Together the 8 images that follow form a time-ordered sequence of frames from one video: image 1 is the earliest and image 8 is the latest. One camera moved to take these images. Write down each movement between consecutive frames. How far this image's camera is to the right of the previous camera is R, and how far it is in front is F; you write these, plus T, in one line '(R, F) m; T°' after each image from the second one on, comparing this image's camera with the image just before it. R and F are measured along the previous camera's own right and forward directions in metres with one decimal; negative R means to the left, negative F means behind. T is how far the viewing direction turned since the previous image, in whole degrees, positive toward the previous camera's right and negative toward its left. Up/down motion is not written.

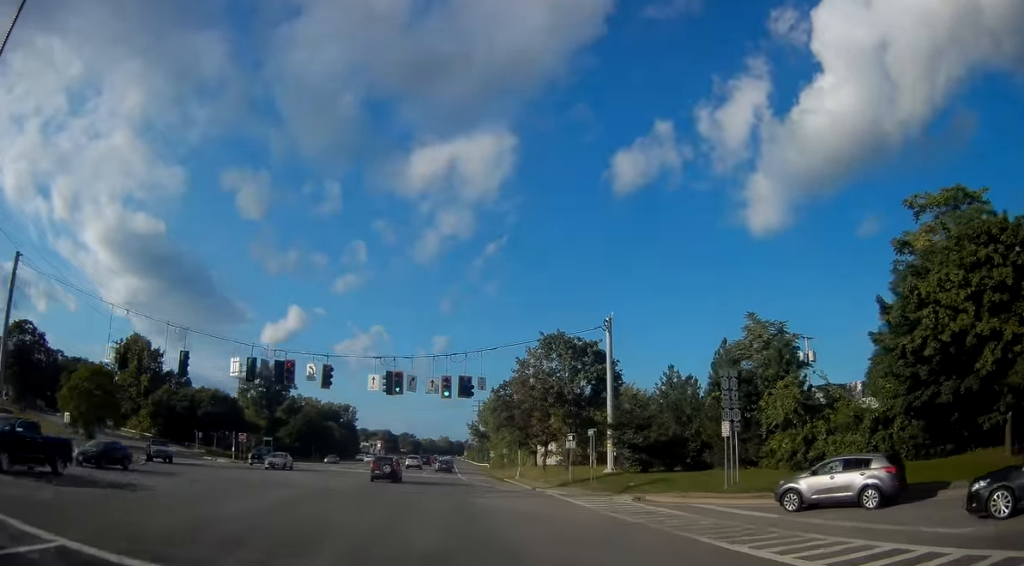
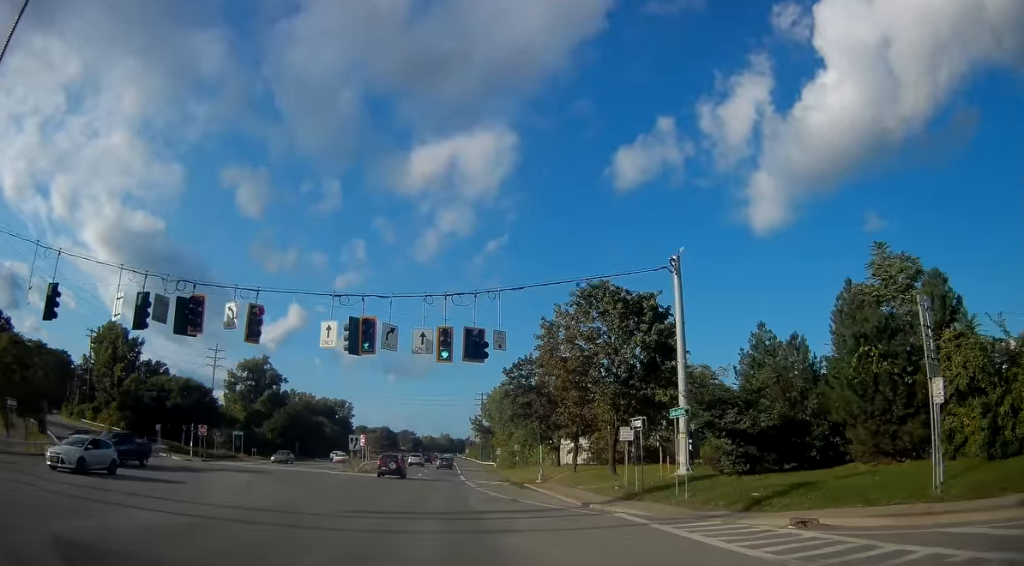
(-0.1, +12.9) m; 0°
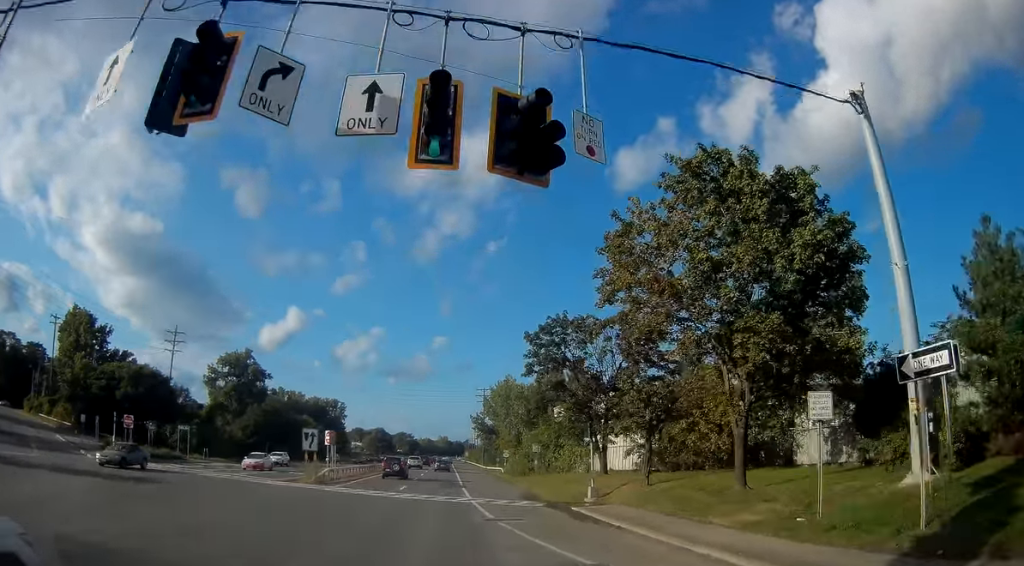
(0.0, +15.5) m; 0°
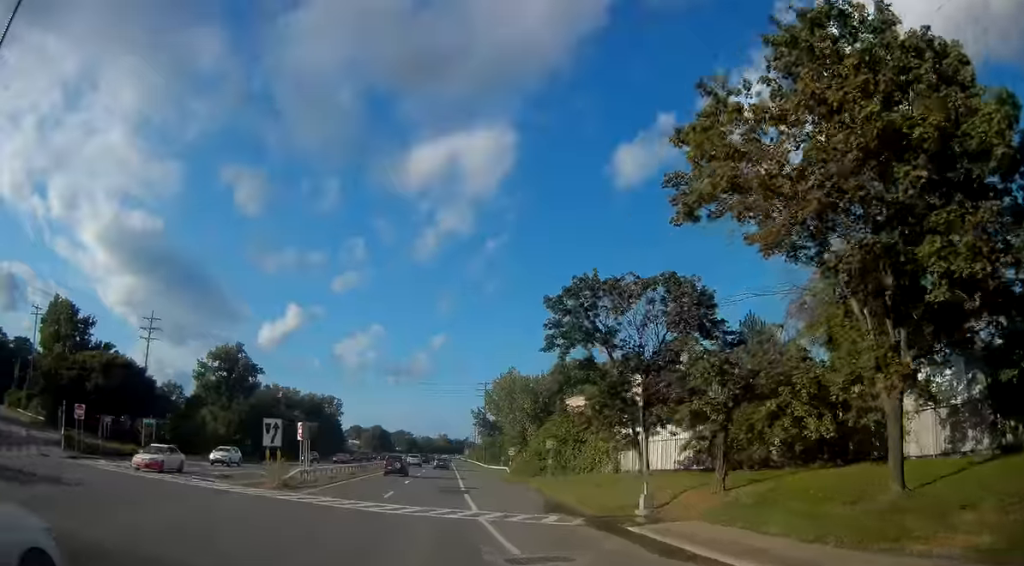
(-0.1, +7.4) m; 0°
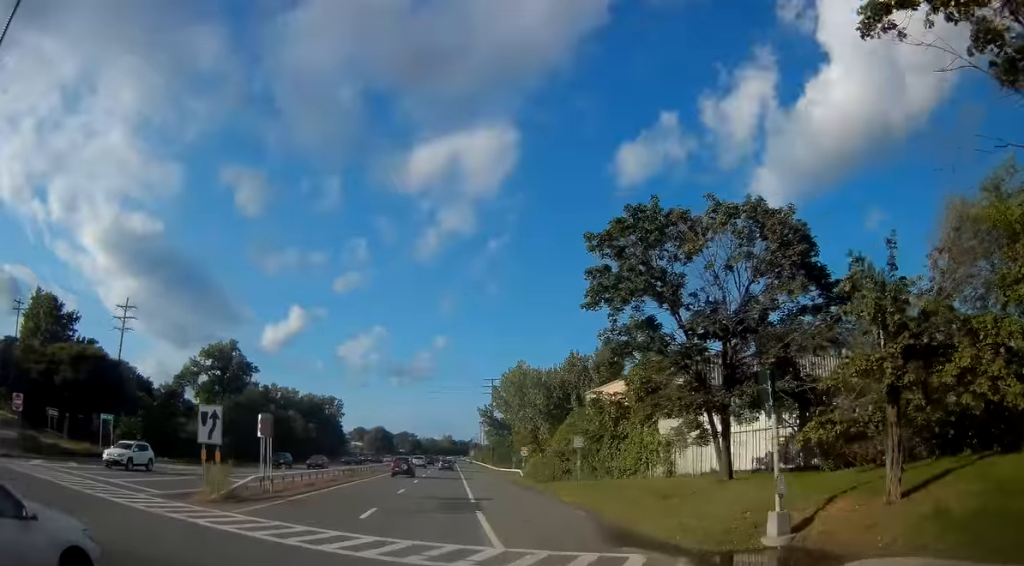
(+0.2, +8.1) m; 0°
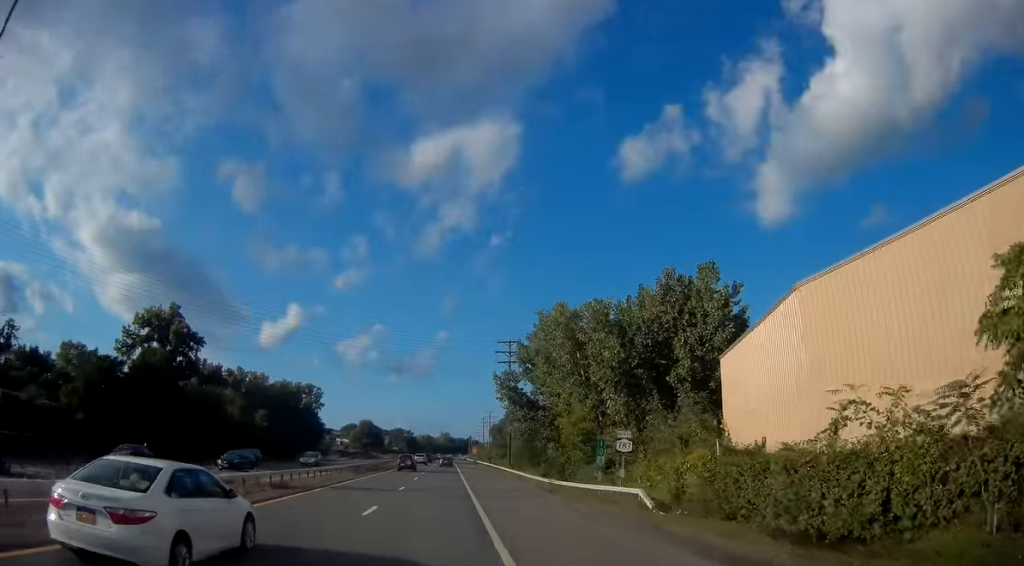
(+0.1, +36.6) m; 0°
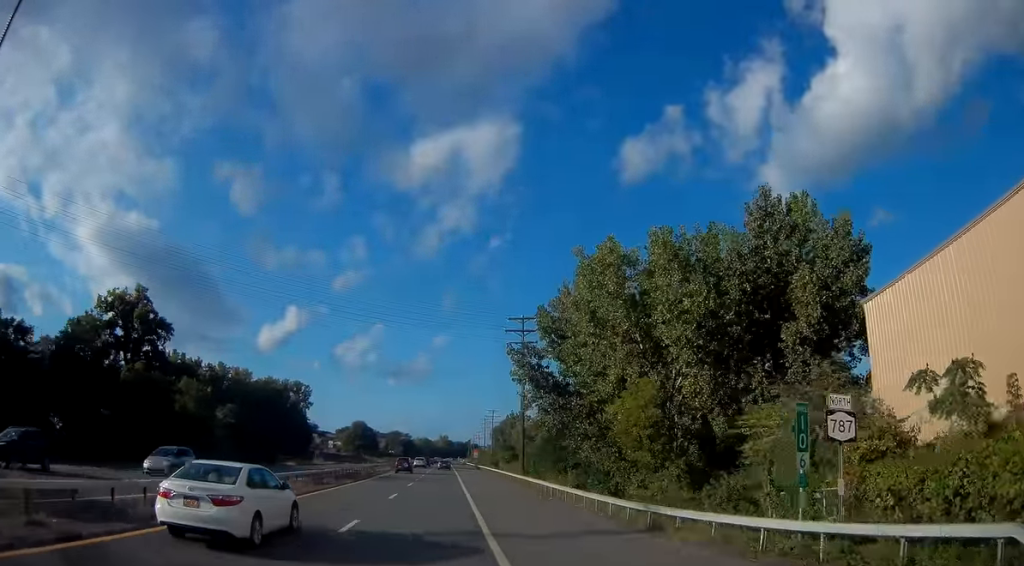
(-0.1, +15.5) m; 0°
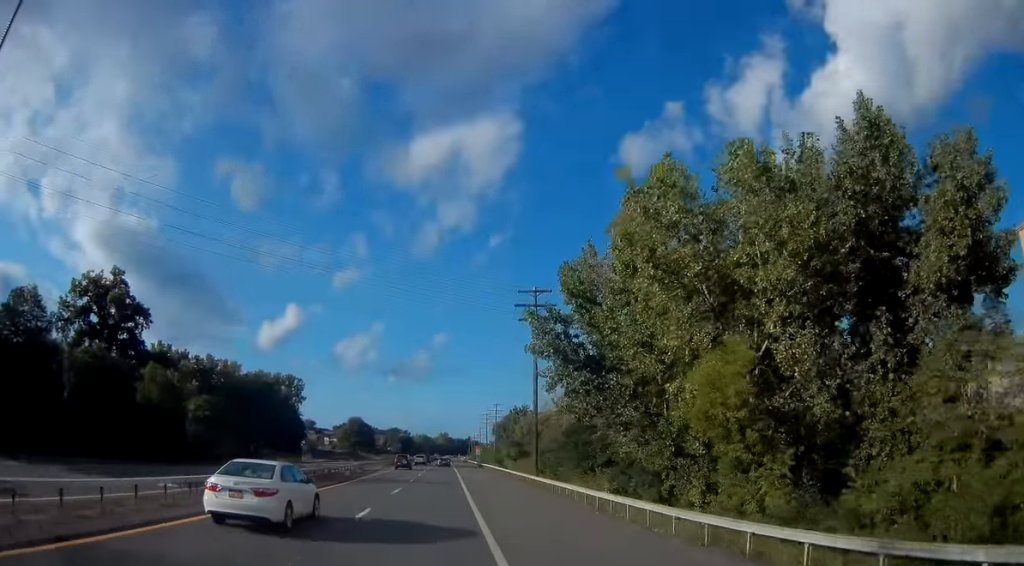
(+0.1, +9.6) m; +1°
